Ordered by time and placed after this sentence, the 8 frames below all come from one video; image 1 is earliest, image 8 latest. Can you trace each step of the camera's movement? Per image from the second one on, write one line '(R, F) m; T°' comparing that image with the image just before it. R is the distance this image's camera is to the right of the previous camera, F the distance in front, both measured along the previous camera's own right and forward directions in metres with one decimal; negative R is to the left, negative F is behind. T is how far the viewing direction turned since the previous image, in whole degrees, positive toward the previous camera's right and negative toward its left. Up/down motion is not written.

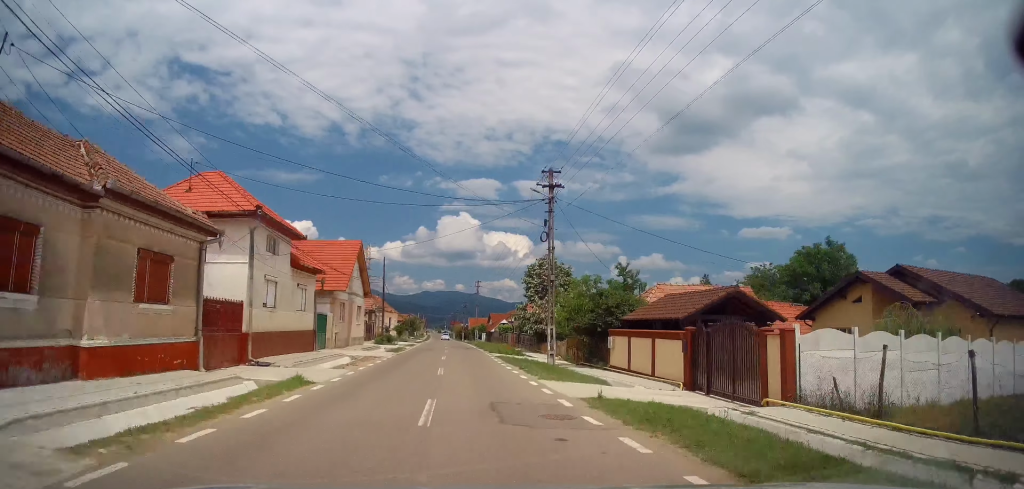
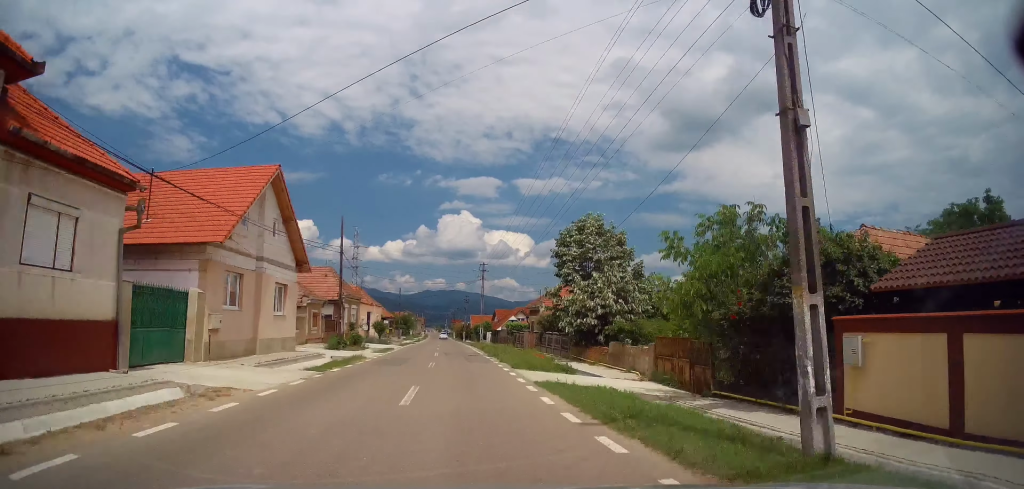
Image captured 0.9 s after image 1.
(+0.3, +16.3) m; +1°
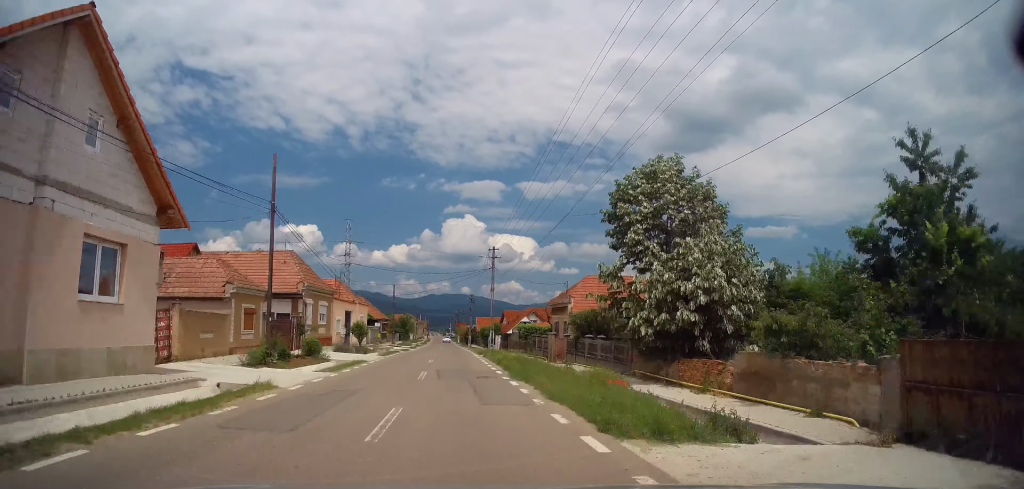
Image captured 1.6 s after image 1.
(+0.1, +11.8) m; -1°
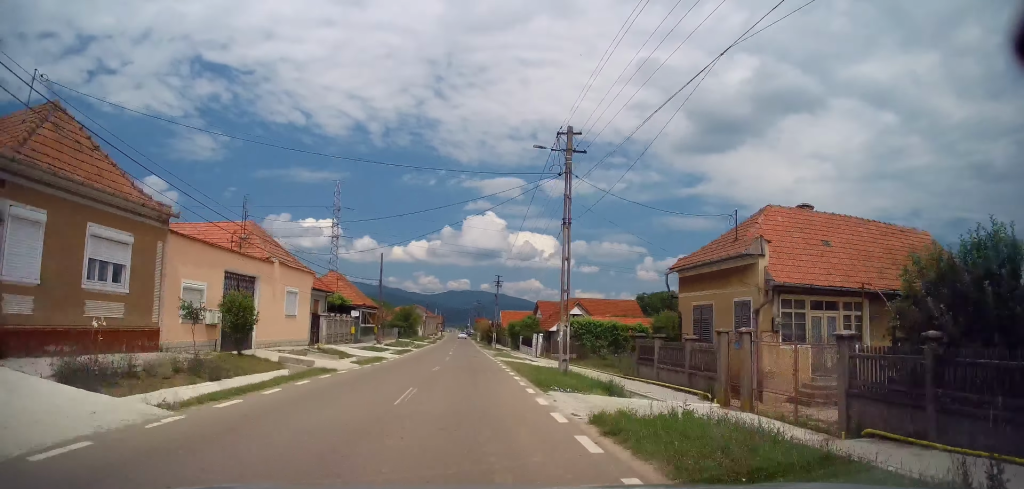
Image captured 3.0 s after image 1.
(-0.5, +24.3) m; -2°
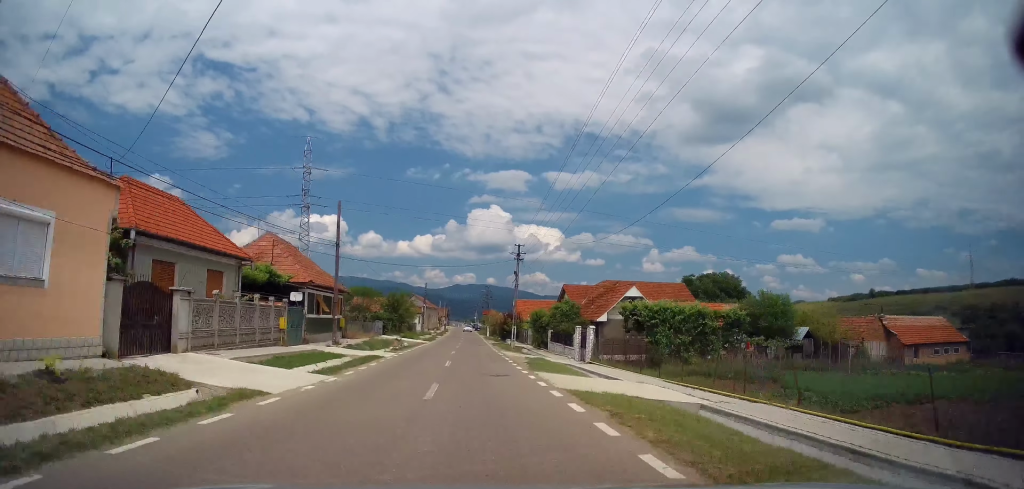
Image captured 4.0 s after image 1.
(-0.1, +17.4) m; -1°
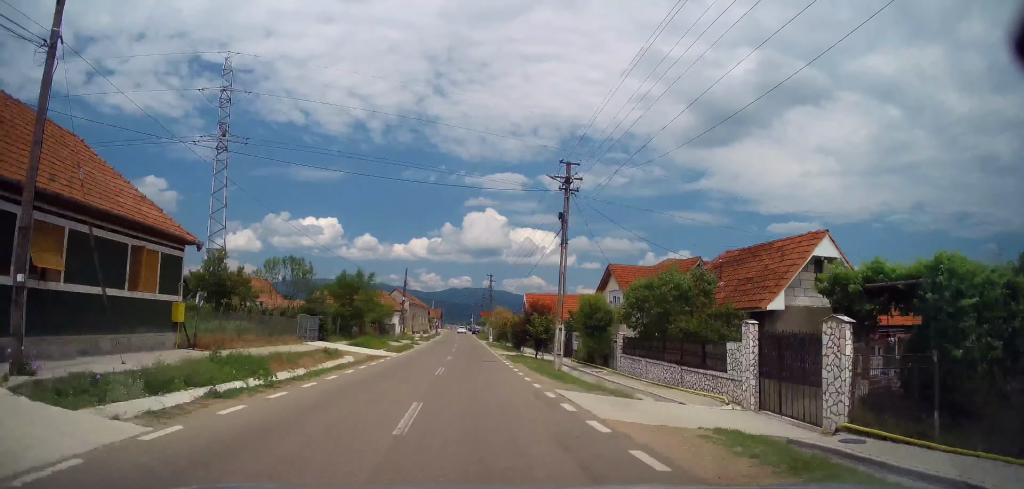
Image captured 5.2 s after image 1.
(-0.1, +21.4) m; 0°
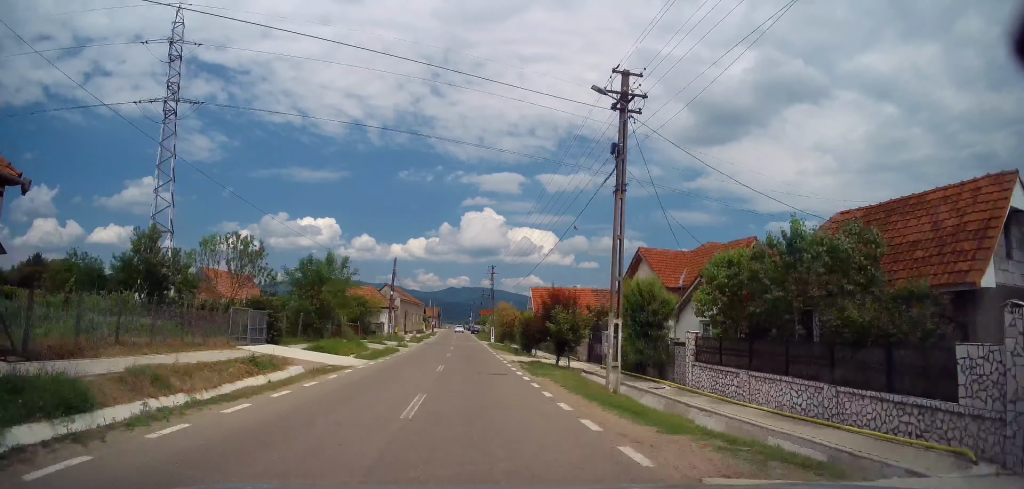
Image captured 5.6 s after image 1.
(+0.1, +7.7) m; 0°
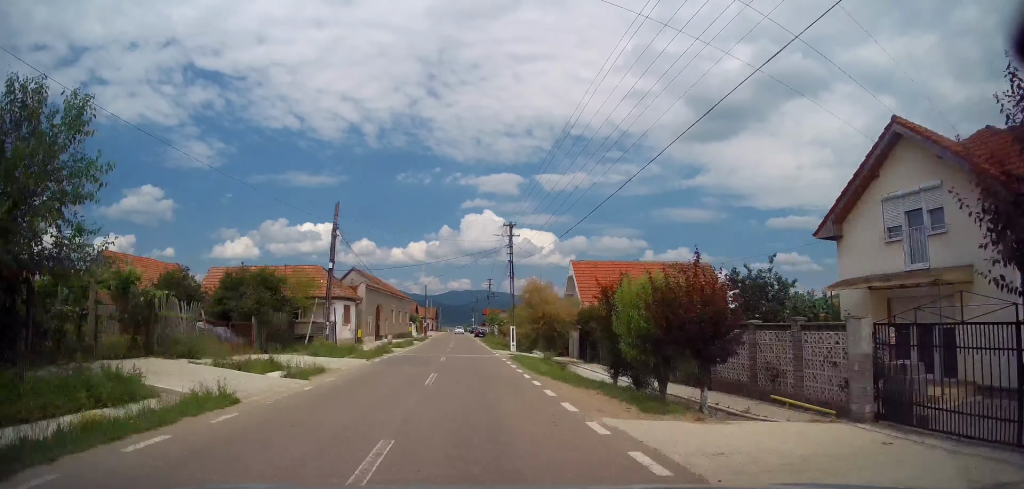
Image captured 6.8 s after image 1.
(-0.2, +21.4) m; 0°
